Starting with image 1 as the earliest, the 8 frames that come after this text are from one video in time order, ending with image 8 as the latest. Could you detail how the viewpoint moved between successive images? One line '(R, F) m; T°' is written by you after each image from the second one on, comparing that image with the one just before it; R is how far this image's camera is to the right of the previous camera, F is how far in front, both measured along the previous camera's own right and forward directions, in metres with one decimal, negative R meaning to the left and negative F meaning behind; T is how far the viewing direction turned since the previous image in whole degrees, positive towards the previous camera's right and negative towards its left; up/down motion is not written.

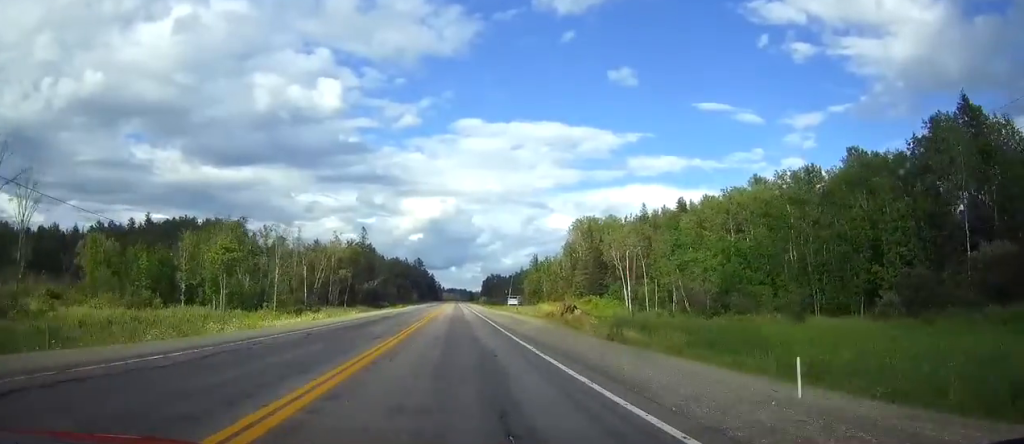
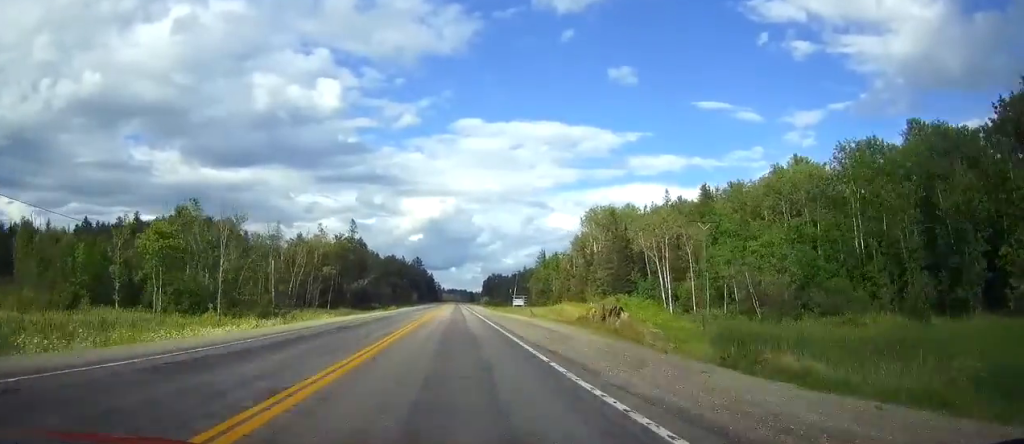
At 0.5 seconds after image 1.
(0.0, +17.1) m; 0°
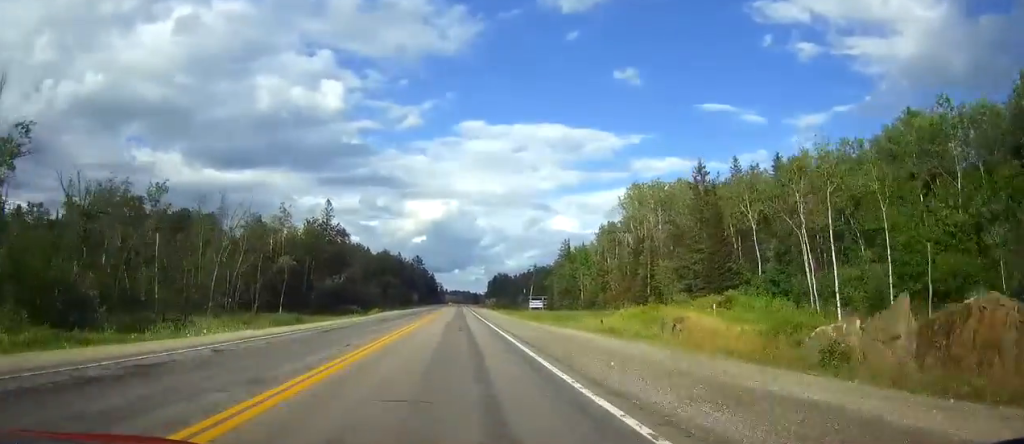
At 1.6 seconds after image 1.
(0.0, +33.1) m; 0°
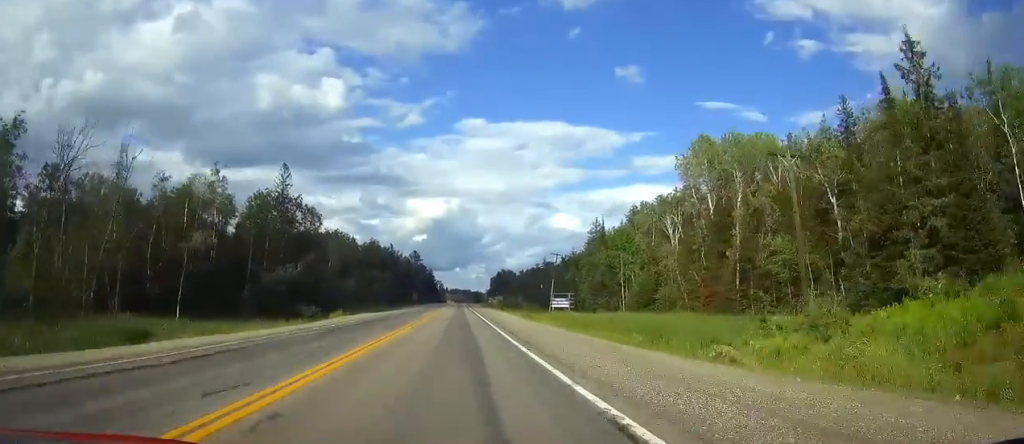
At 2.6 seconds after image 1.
(-0.2, +31.9) m; 0°
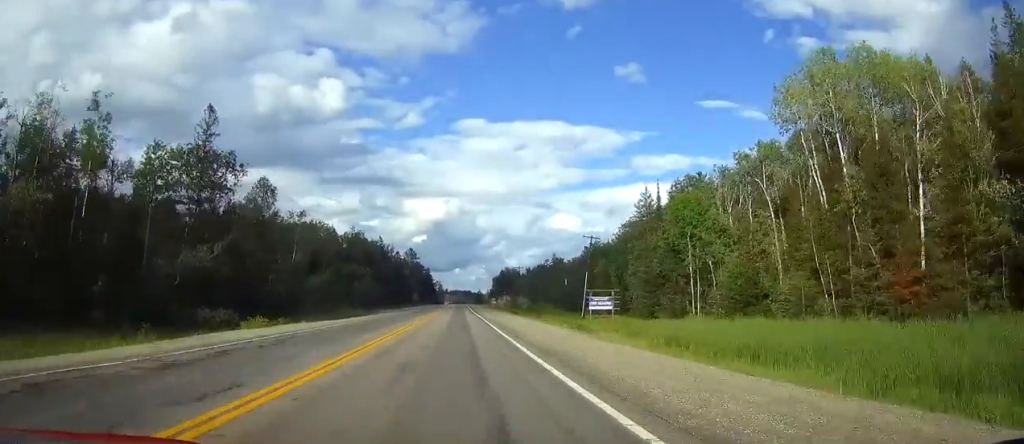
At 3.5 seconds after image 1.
(0.0, +29.7) m; 0°
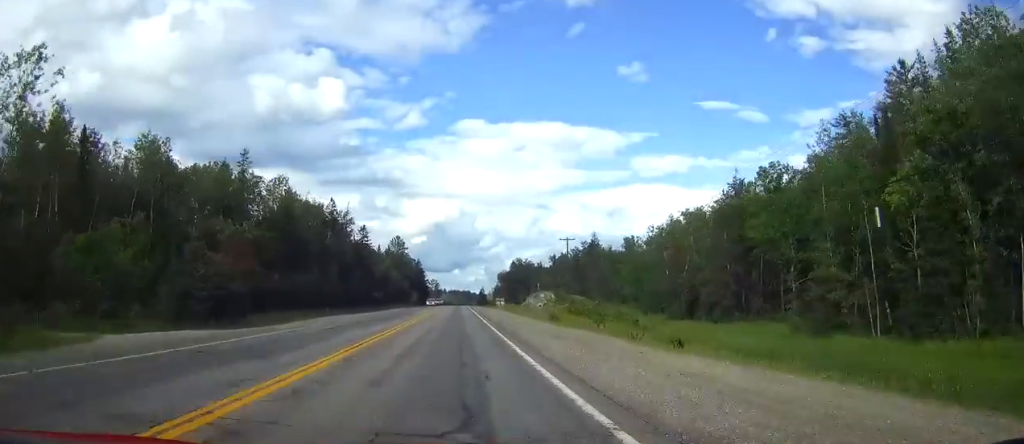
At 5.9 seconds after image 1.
(+0.1, +75.0) m; 0°
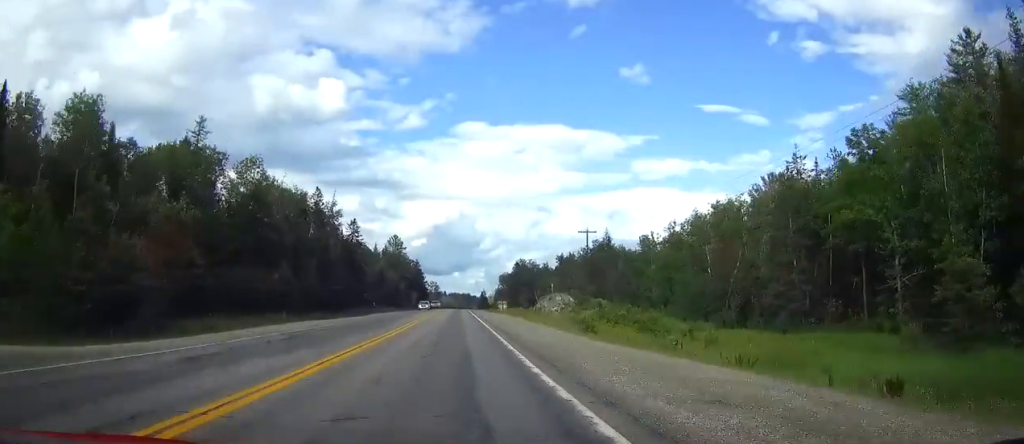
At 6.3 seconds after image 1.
(0.0, +13.7) m; 0°
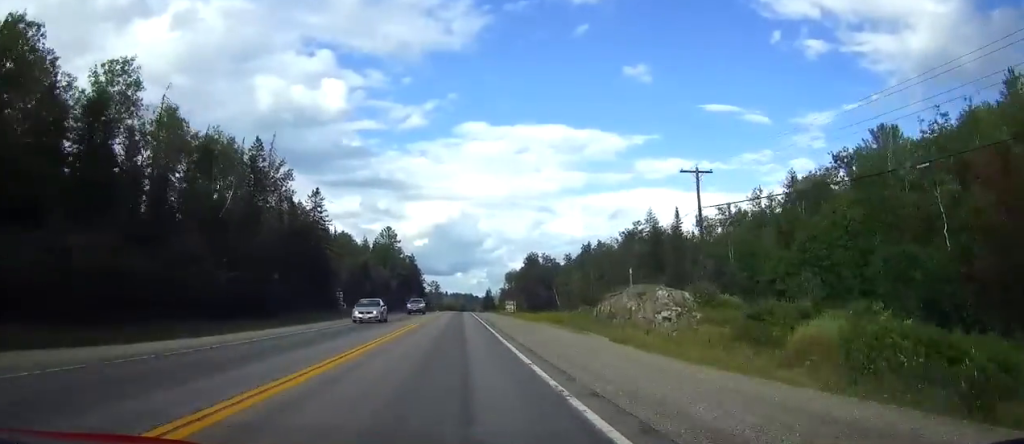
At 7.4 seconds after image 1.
(0.0, +35.8) m; 0°
